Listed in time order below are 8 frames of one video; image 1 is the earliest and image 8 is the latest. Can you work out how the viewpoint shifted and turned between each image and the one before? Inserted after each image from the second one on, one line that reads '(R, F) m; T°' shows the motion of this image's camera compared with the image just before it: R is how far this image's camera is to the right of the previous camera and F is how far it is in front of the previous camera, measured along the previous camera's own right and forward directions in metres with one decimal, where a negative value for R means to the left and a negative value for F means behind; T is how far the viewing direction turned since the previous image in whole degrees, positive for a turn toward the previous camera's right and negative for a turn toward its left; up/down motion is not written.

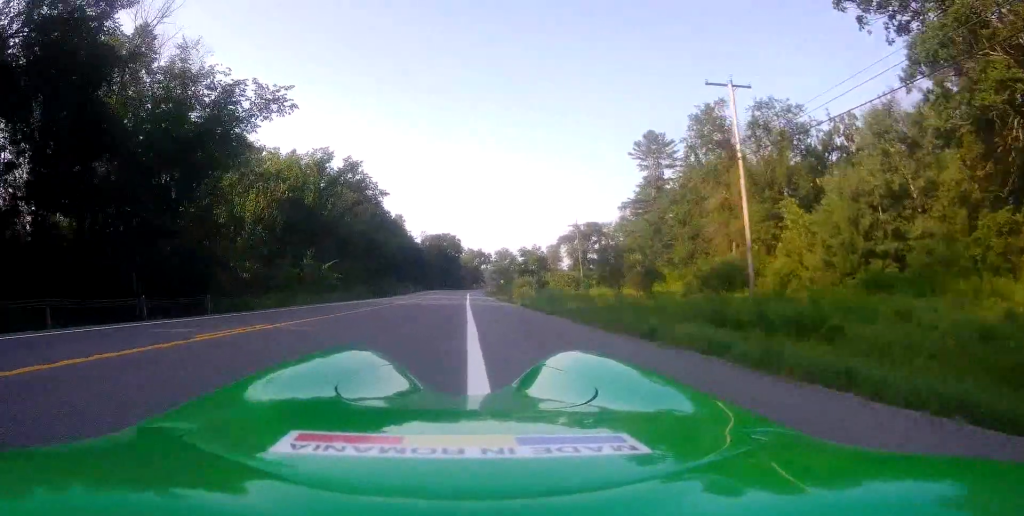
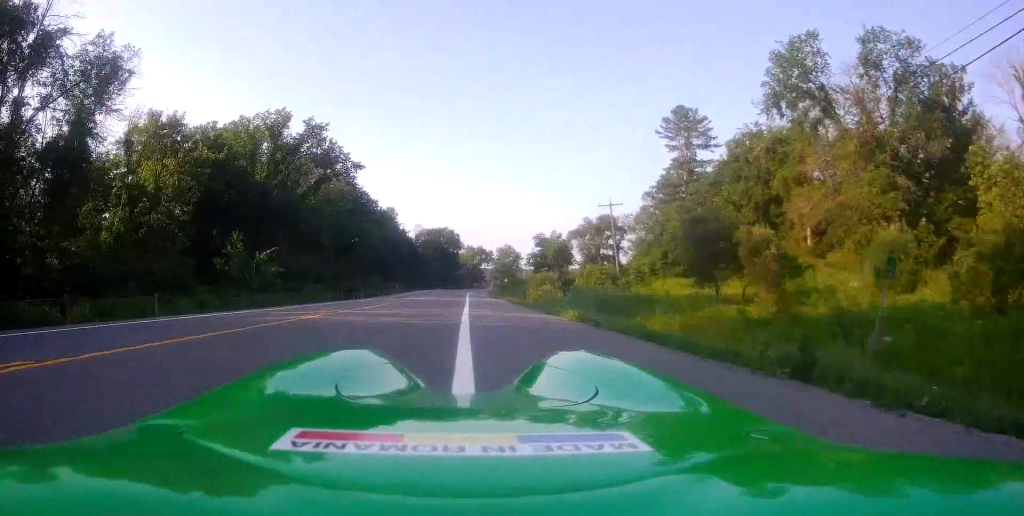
(-0.2, +18.1) m; +3°
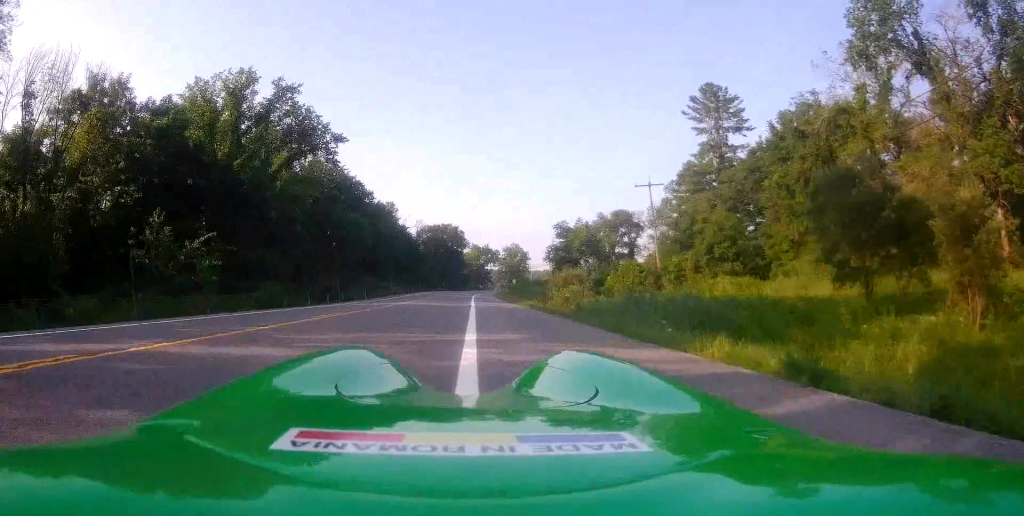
(+0.4, +11.6) m; -1°
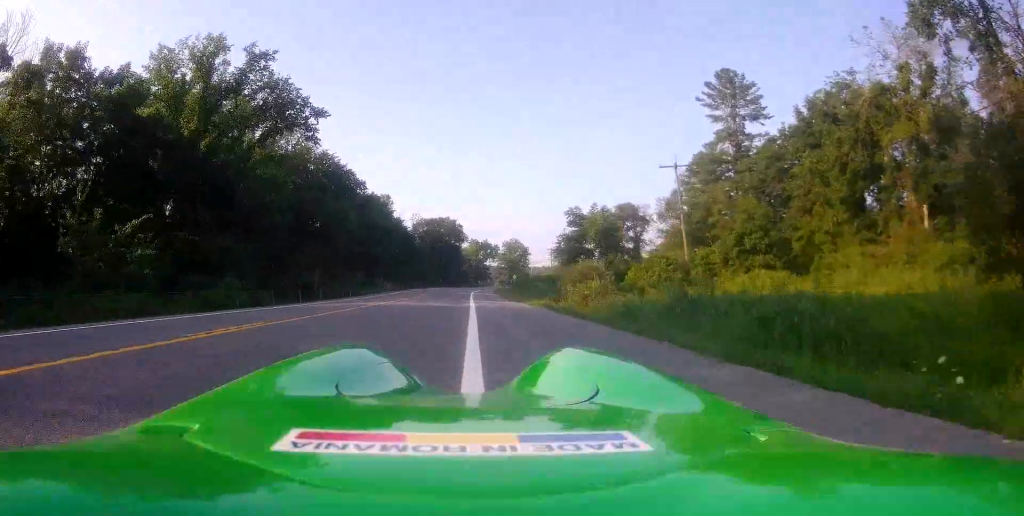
(-0.3, +6.4) m; -2°
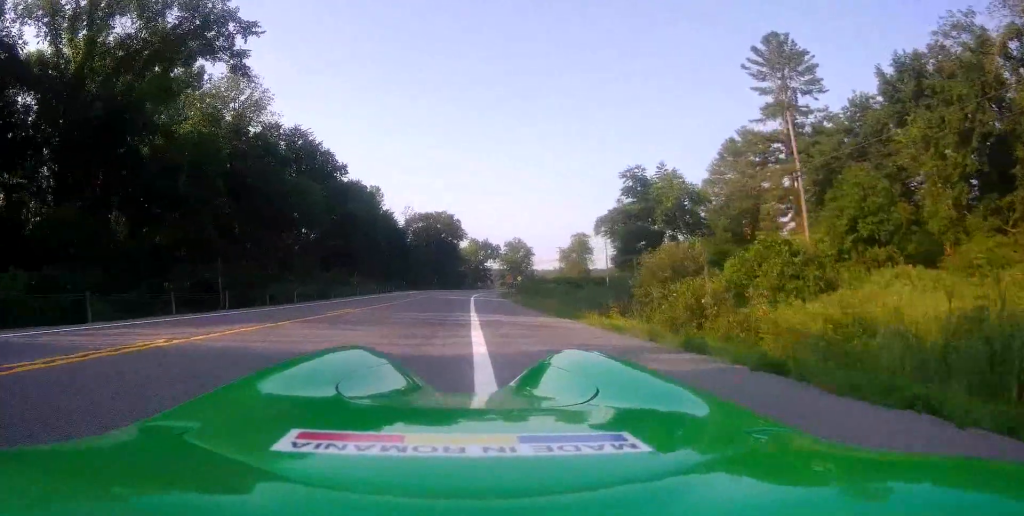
(+0.2, +15.8) m; +3°
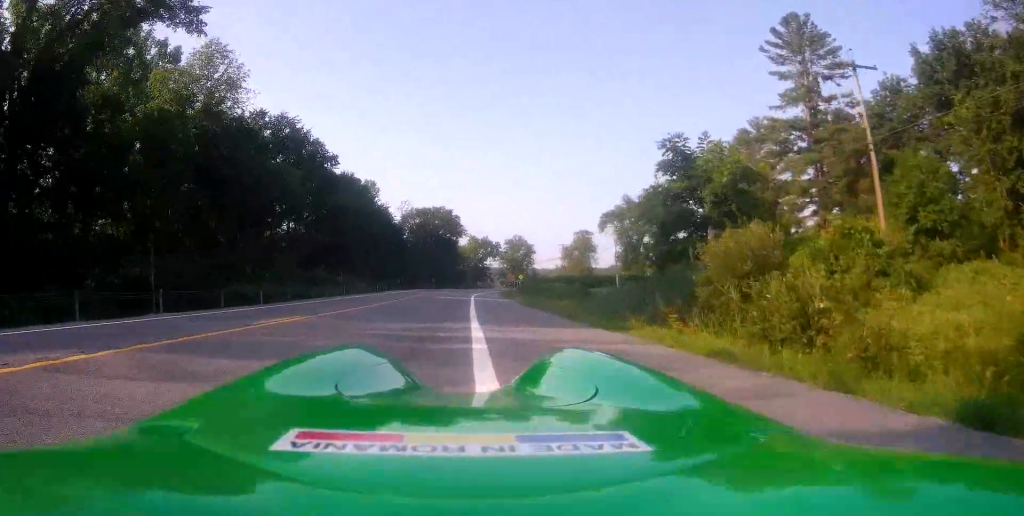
(+0.1, +5.5) m; +1°
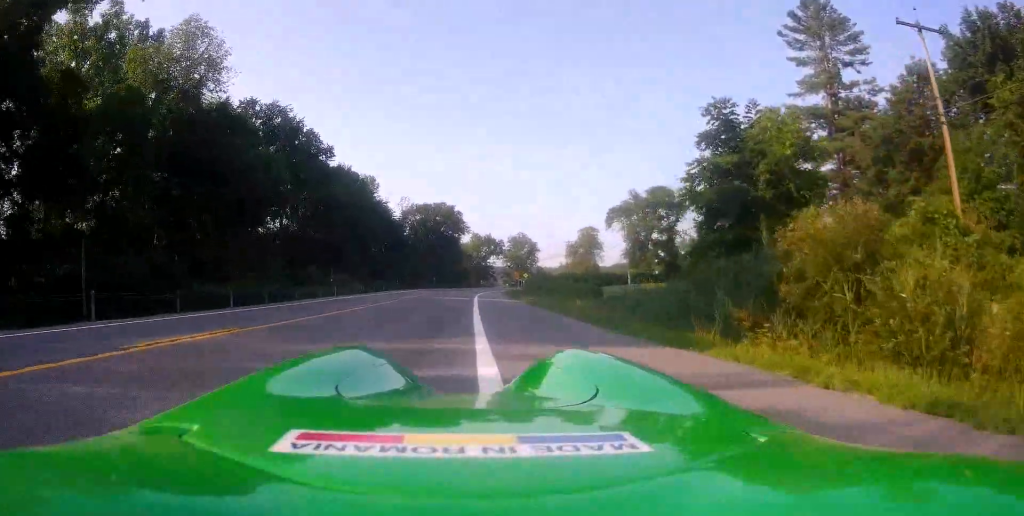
(0.0, +4.0) m; 0°
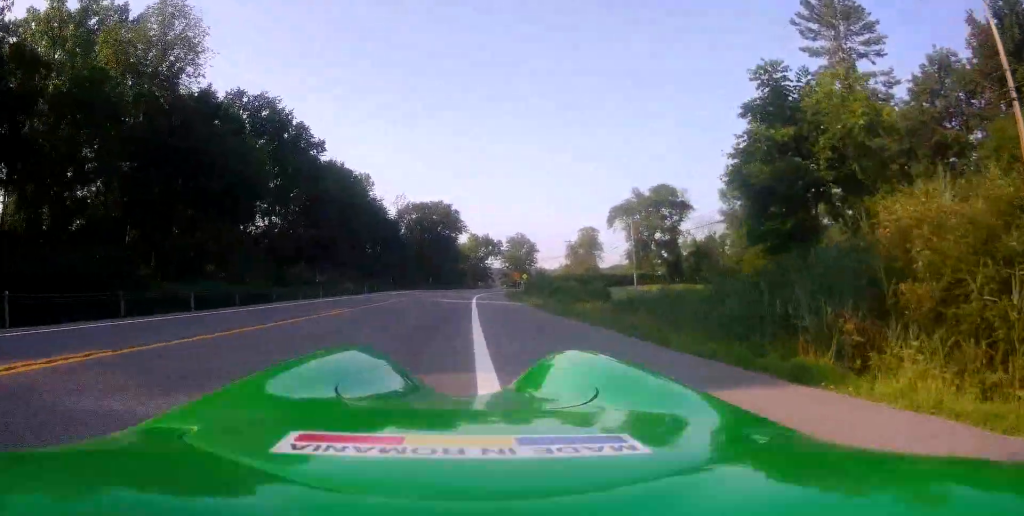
(0.0, +3.6) m; 0°
